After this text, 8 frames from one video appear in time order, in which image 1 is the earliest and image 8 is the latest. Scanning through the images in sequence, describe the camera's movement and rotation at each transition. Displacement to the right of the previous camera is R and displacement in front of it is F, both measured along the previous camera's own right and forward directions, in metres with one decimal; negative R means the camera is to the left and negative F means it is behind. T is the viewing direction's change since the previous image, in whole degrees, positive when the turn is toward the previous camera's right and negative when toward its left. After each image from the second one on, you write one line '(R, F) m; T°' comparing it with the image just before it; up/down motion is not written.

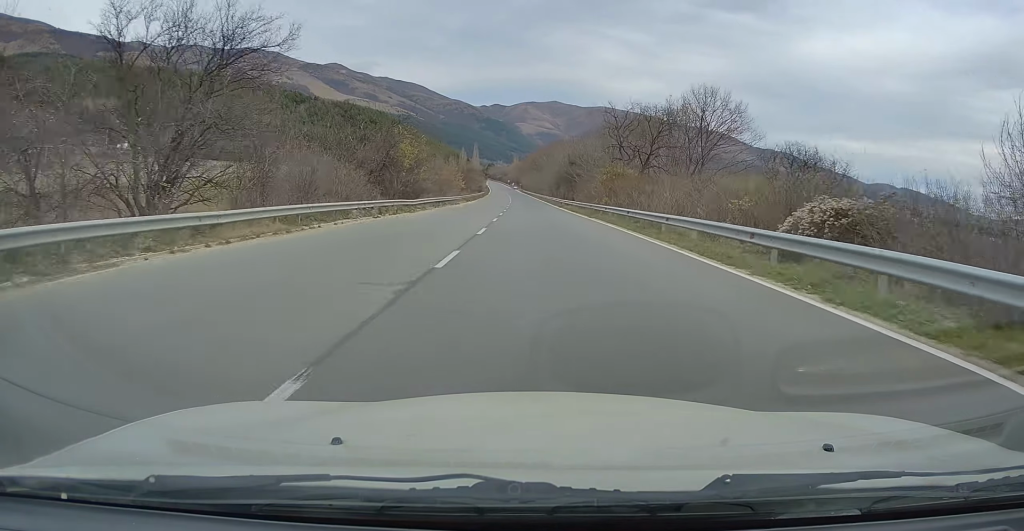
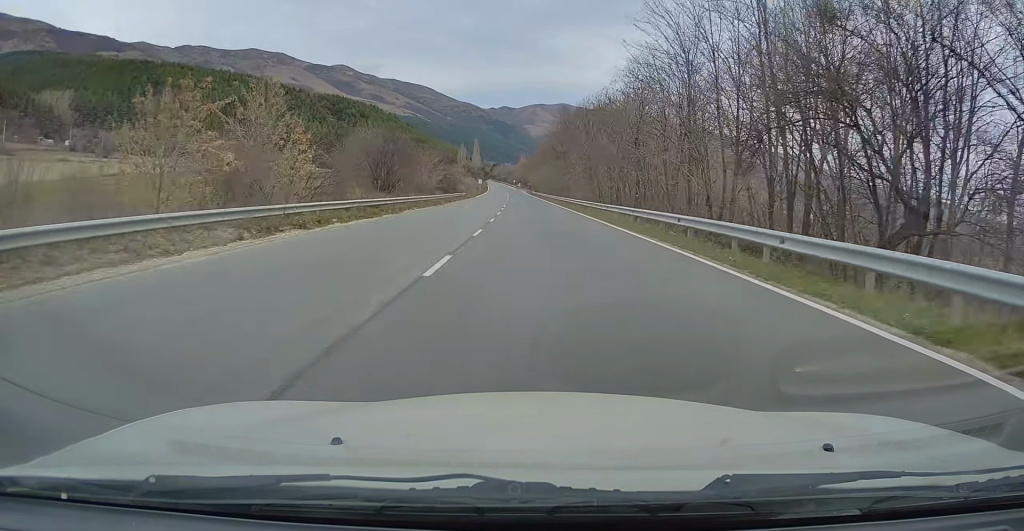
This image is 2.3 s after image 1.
(0.0, +65.3) m; -1°
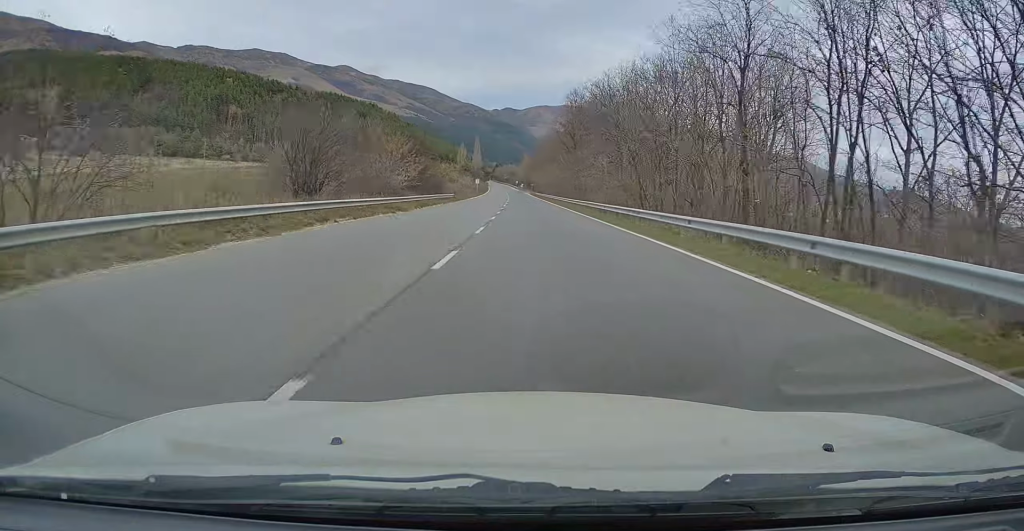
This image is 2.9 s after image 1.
(0.0, +17.1) m; 0°
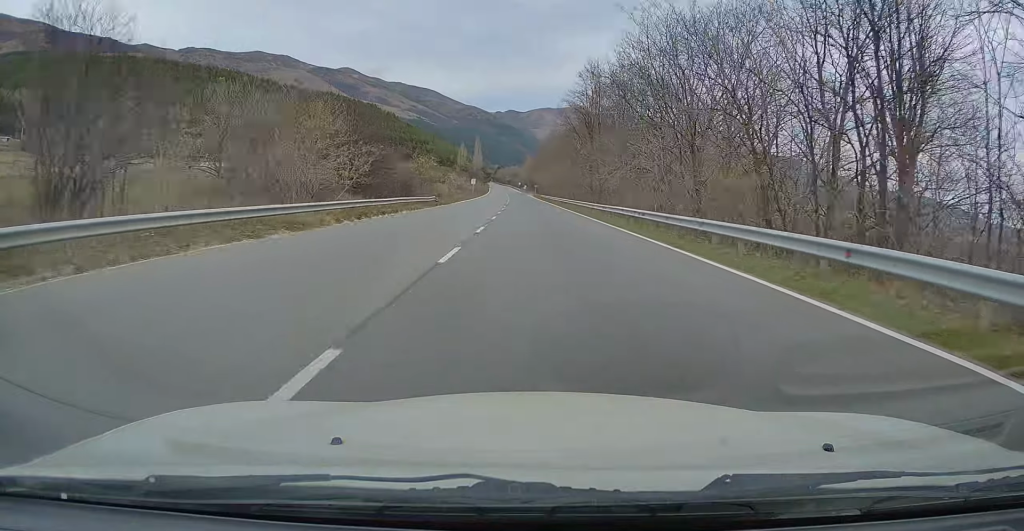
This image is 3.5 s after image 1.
(0.0, +17.2) m; 0°
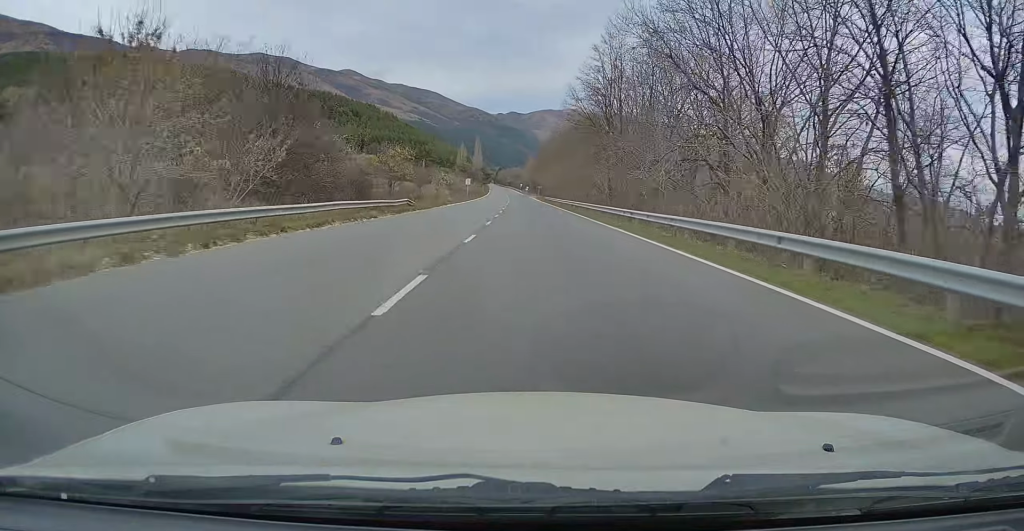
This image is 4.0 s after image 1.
(-0.1, +13.4) m; 0°
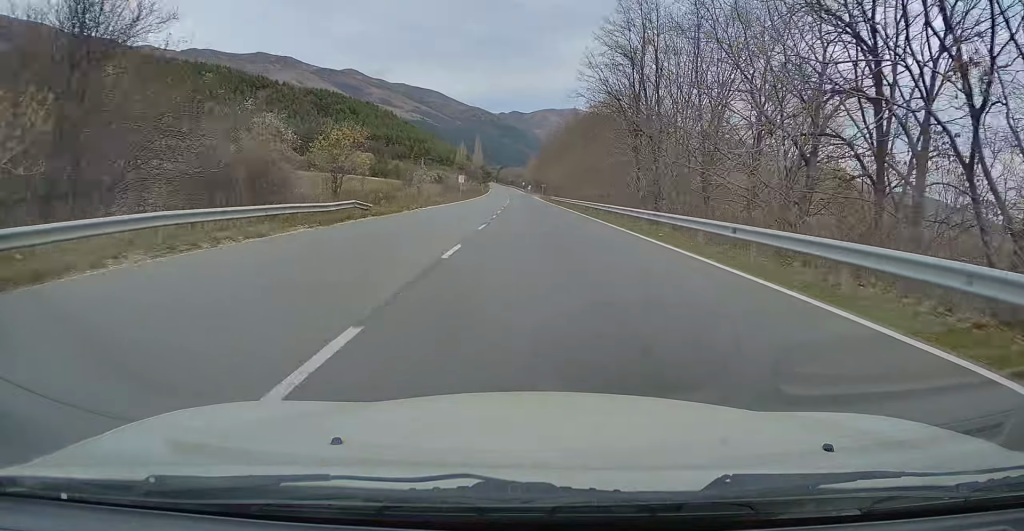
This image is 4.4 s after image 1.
(0.0, +13.5) m; 0°
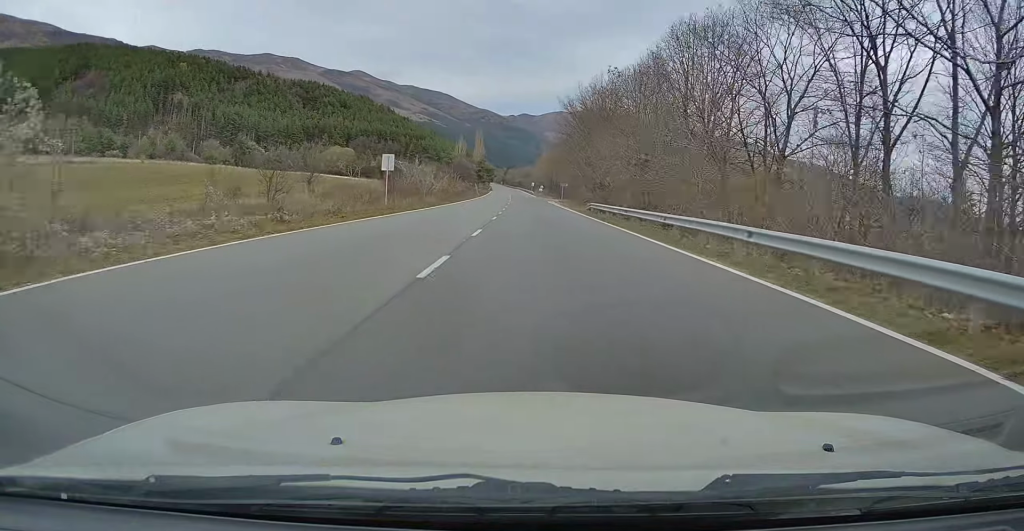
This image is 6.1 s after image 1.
(-0.4, +49.0) m; -1°
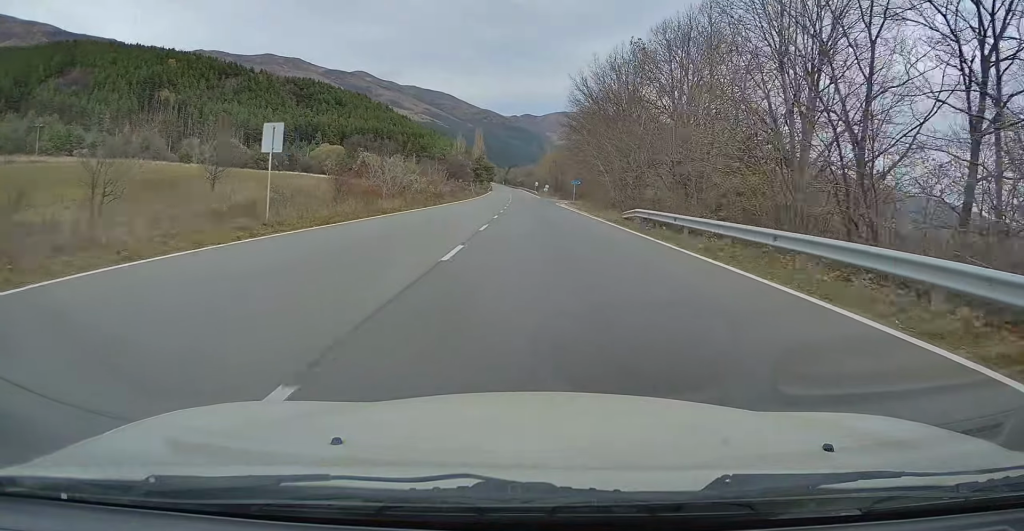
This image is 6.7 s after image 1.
(+0.1, +17.1) m; 0°
